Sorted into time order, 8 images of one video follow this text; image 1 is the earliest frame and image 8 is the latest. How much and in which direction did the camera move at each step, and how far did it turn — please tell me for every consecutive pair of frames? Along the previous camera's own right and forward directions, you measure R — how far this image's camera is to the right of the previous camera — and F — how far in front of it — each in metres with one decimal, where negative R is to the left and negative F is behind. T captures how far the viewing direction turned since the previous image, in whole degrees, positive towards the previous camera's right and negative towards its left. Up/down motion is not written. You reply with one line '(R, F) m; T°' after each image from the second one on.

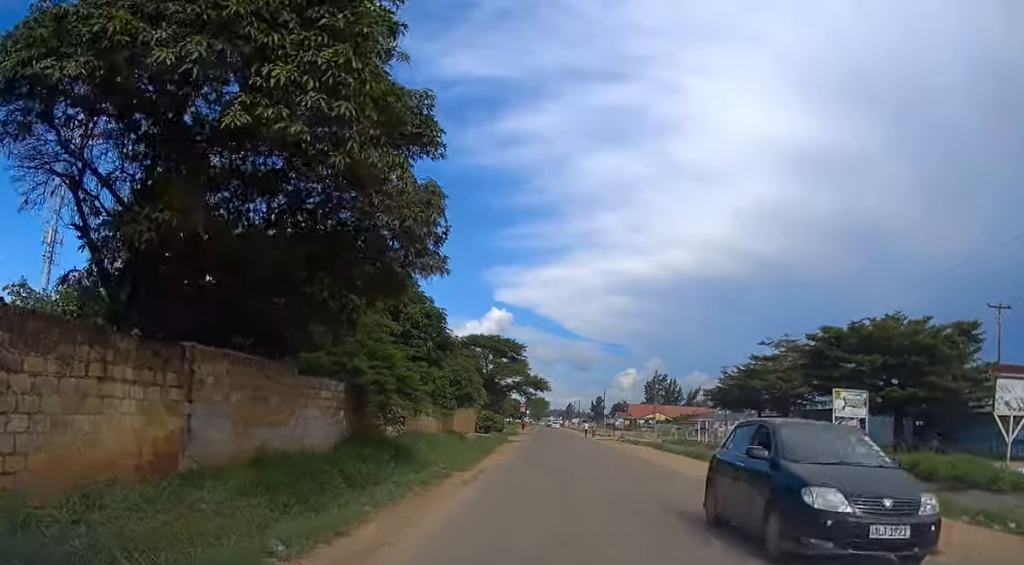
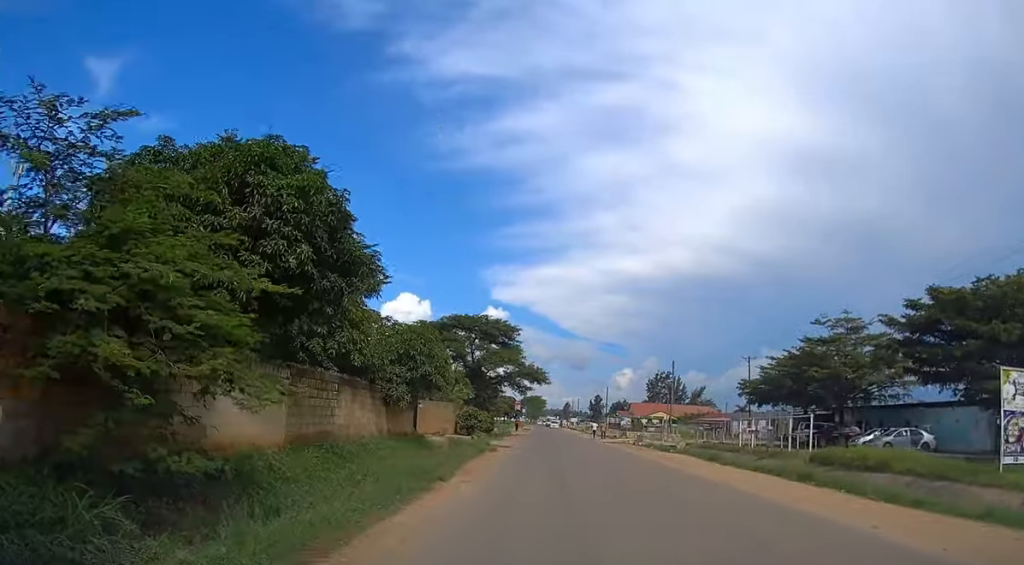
(+0.1, +13.0) m; +1°
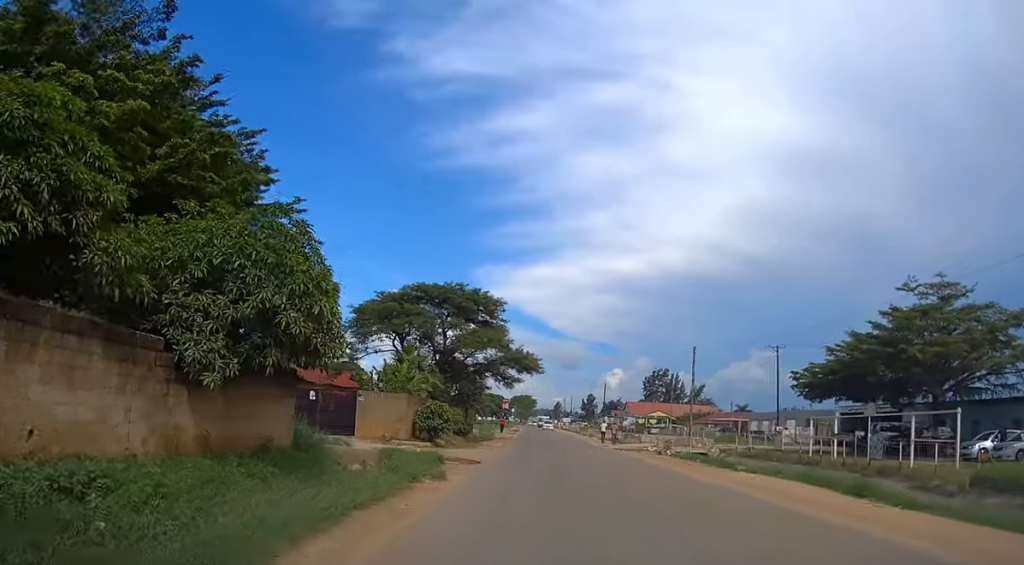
(+0.1, +13.8) m; 0°
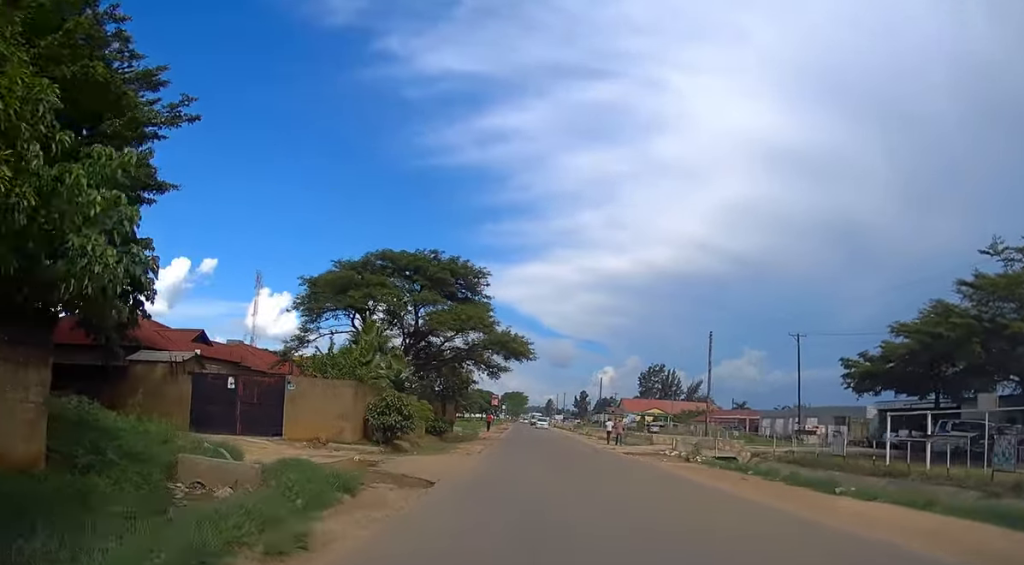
(-0.1, +8.6) m; +1°
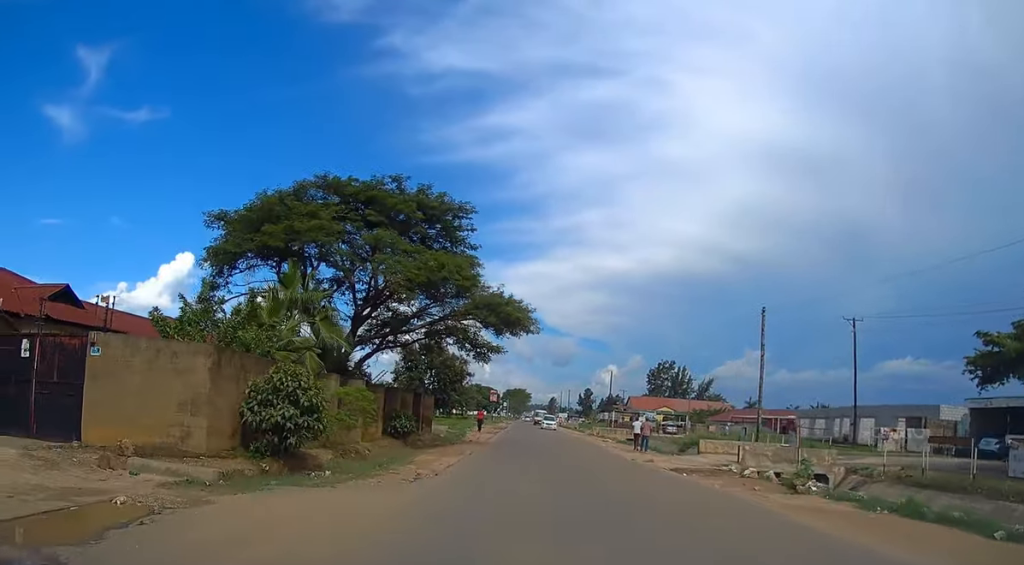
(+0.2, +11.9) m; +1°
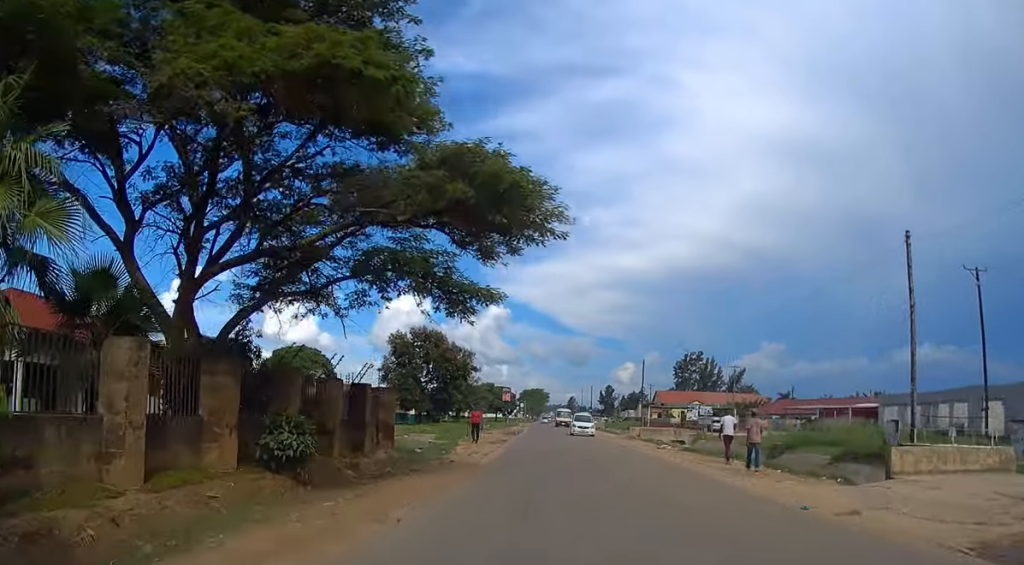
(-0.1, +15.8) m; -1°
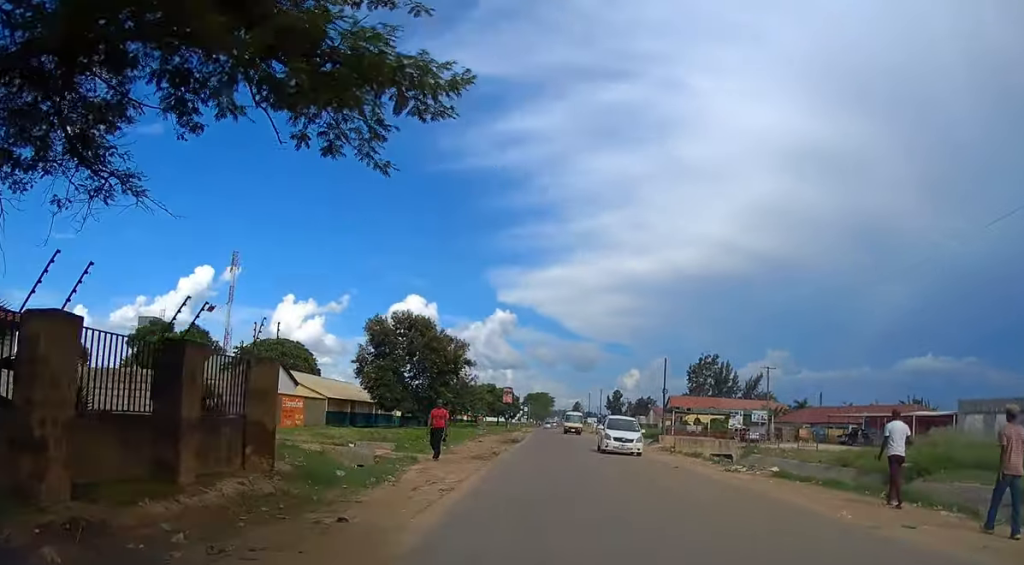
(0.0, +12.2) m; 0°
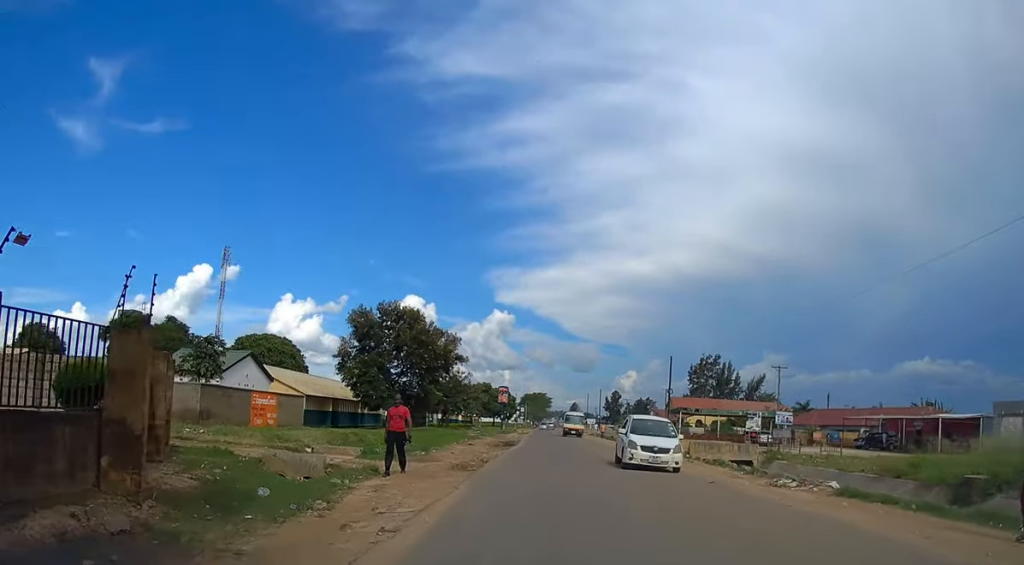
(0.0, +4.8) m; 0°
